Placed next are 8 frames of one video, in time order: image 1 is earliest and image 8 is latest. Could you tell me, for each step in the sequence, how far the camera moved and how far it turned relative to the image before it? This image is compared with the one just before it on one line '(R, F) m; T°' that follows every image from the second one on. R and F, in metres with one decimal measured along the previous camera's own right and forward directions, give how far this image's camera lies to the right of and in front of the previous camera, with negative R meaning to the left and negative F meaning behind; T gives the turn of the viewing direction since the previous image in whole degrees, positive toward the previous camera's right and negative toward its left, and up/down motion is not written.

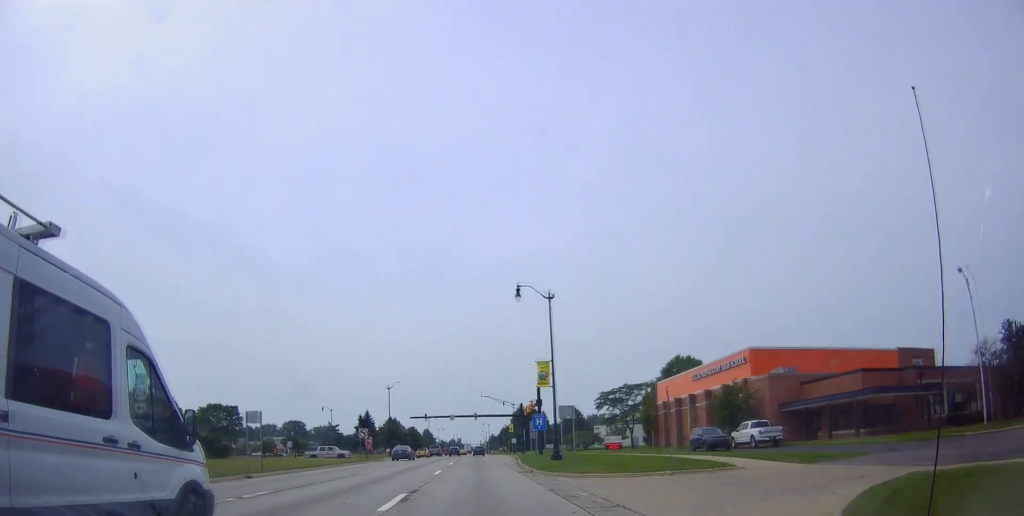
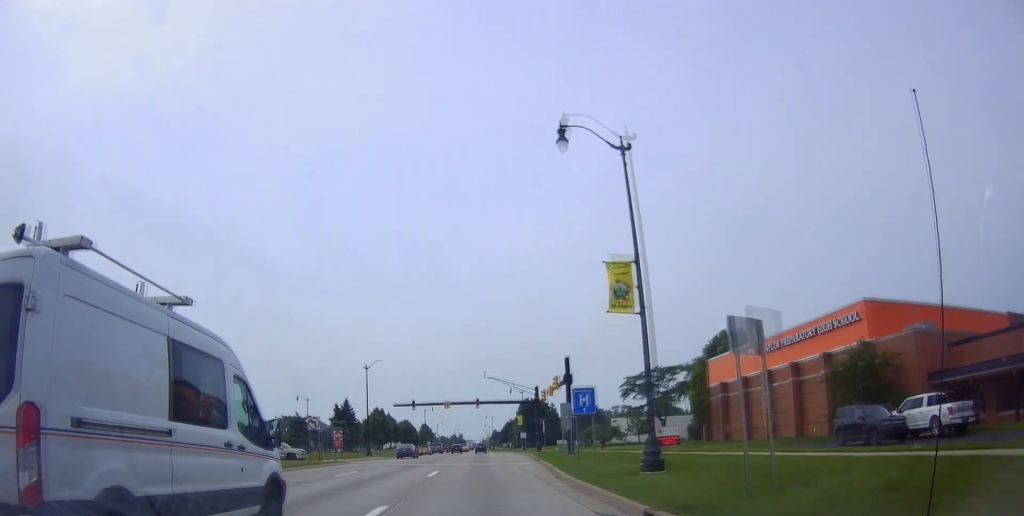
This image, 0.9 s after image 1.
(-0.2, +19.1) m; 0°
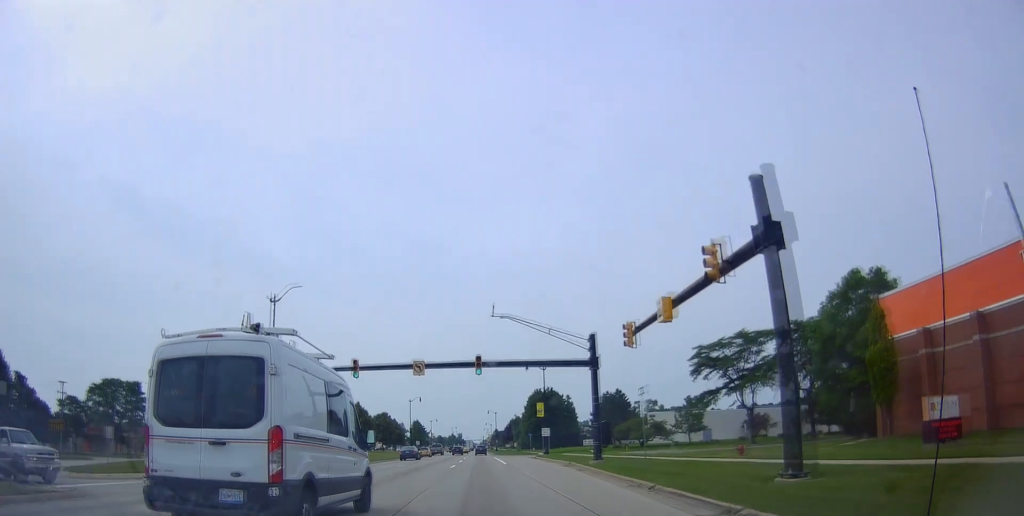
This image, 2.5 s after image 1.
(-0.5, +32.1) m; -1°
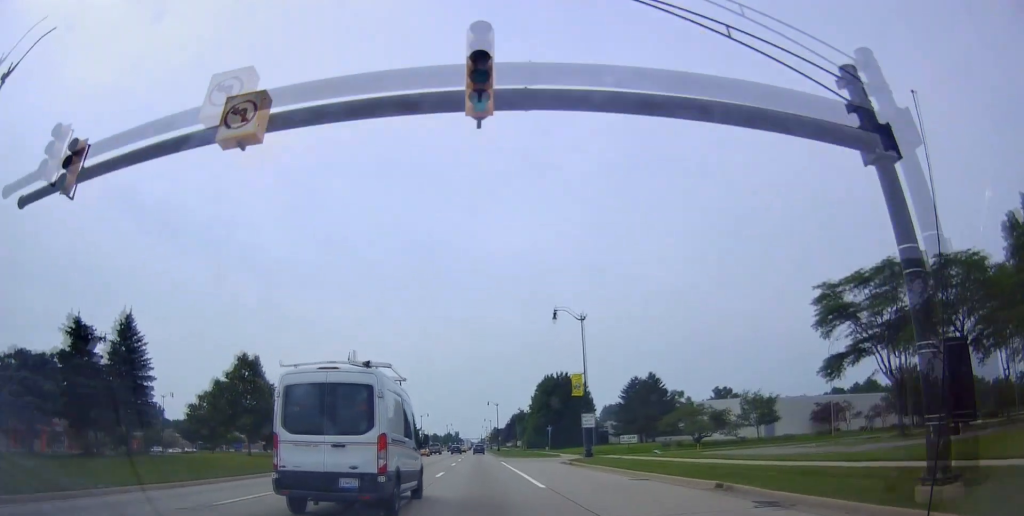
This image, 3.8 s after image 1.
(+0.7, +26.8) m; +2°
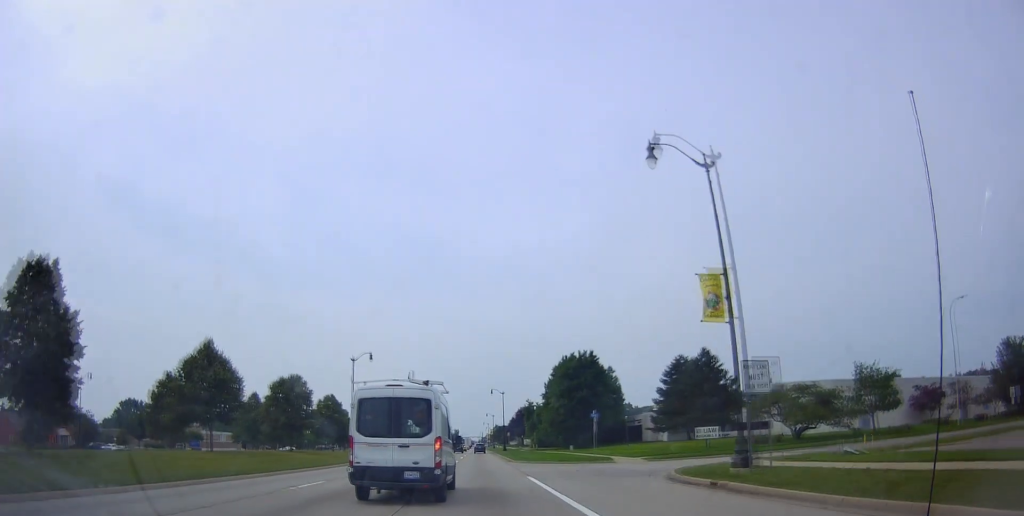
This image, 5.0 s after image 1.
(-0.3, +25.0) m; -2°
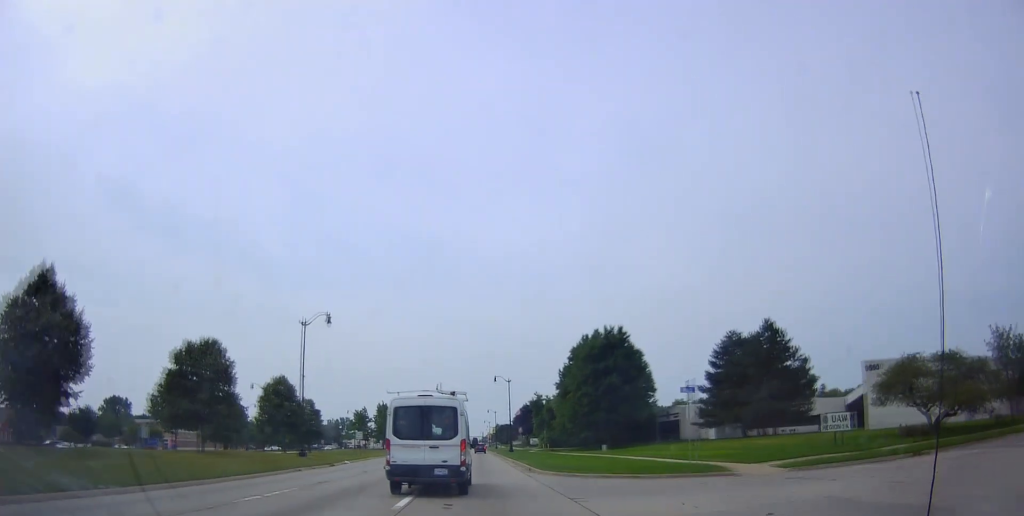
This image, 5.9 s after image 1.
(-0.4, +18.7) m; 0°
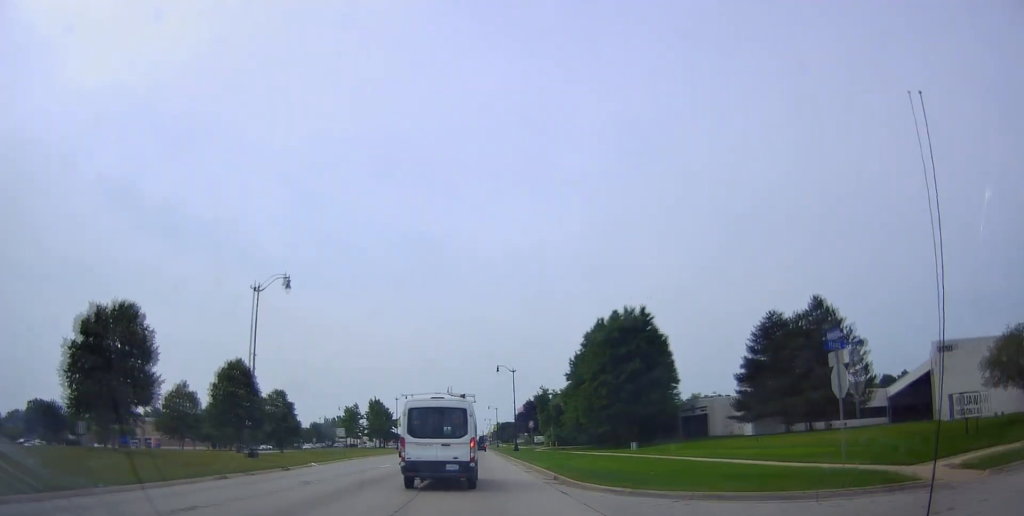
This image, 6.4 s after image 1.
(+0.4, +10.3) m; +1°
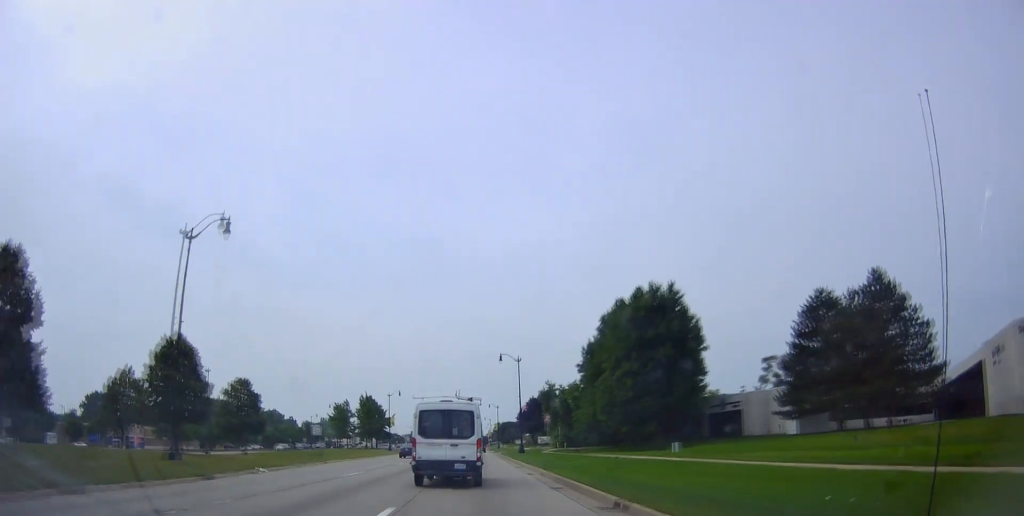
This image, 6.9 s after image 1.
(+0.1, +9.6) m; 0°
